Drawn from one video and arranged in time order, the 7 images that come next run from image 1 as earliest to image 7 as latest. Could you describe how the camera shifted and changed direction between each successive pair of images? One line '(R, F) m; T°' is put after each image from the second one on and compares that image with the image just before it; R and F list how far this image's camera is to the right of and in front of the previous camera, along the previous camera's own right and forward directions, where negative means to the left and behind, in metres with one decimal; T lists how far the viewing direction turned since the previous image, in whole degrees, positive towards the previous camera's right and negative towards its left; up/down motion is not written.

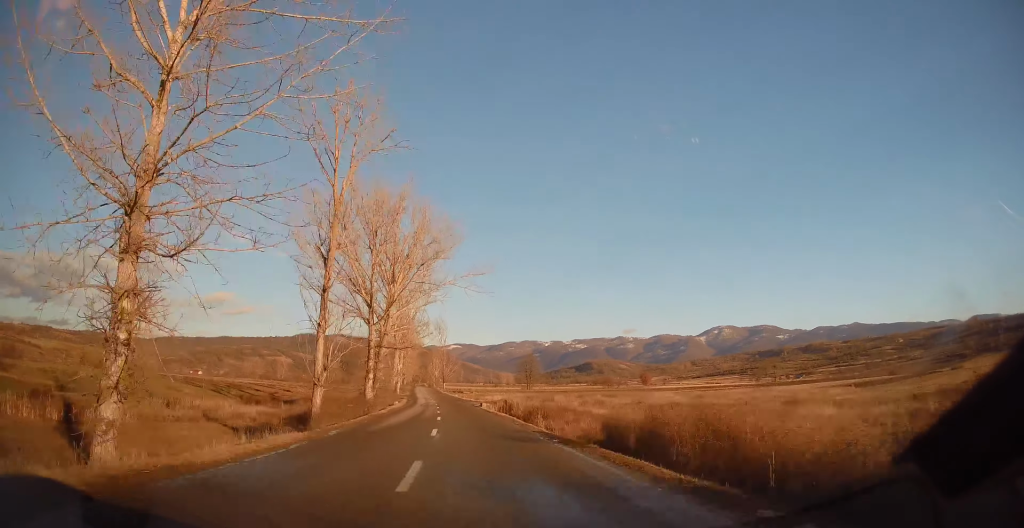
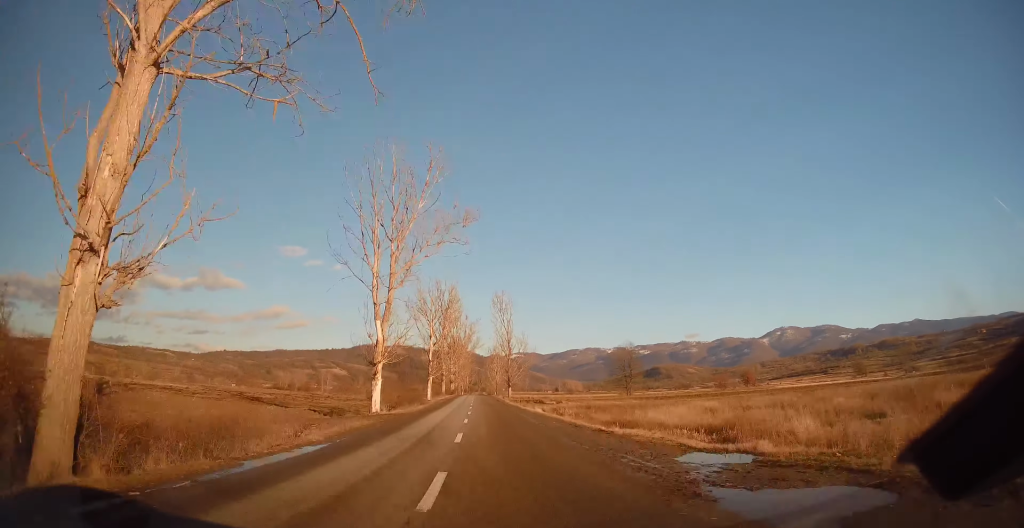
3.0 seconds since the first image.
(-4.2, +67.4) m; -5°
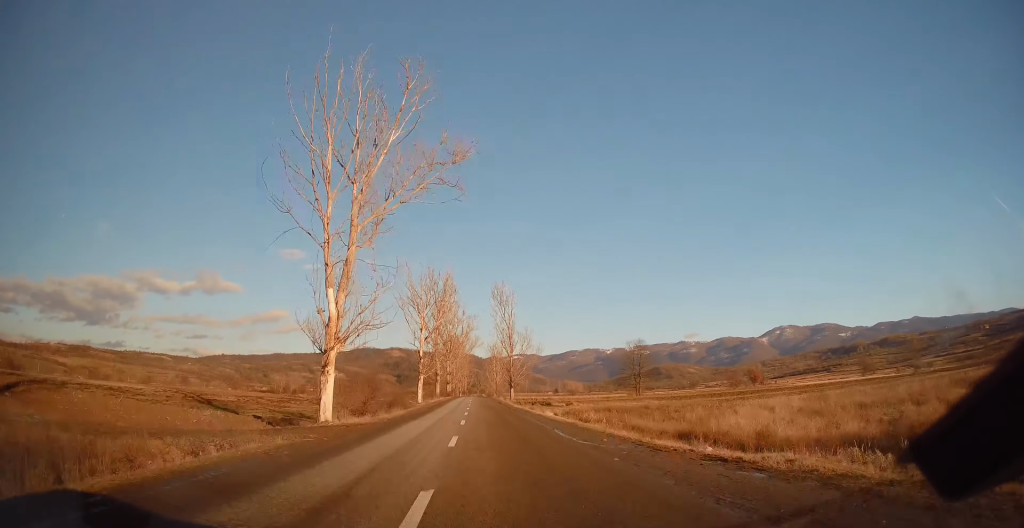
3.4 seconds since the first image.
(0.0, +10.7) m; 0°
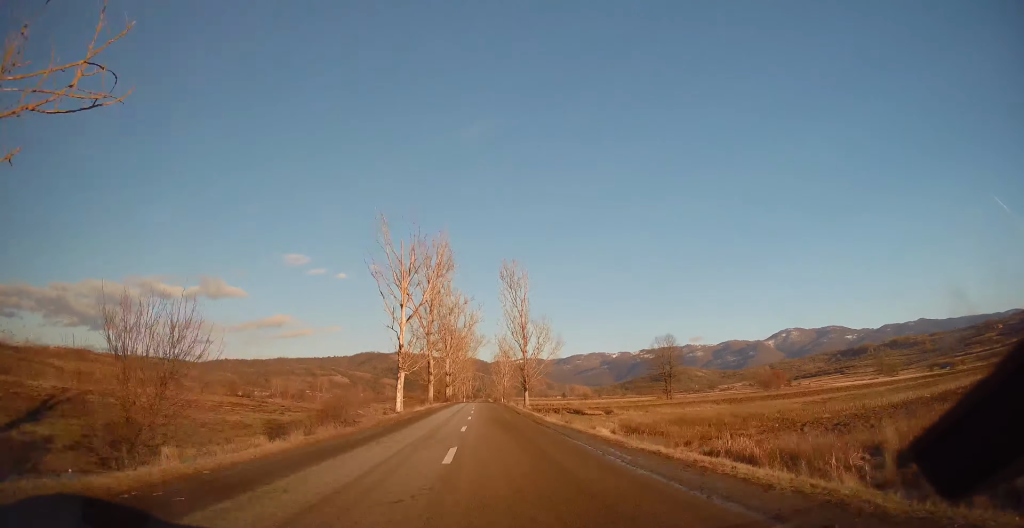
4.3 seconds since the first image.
(0.0, +20.6) m; 0°
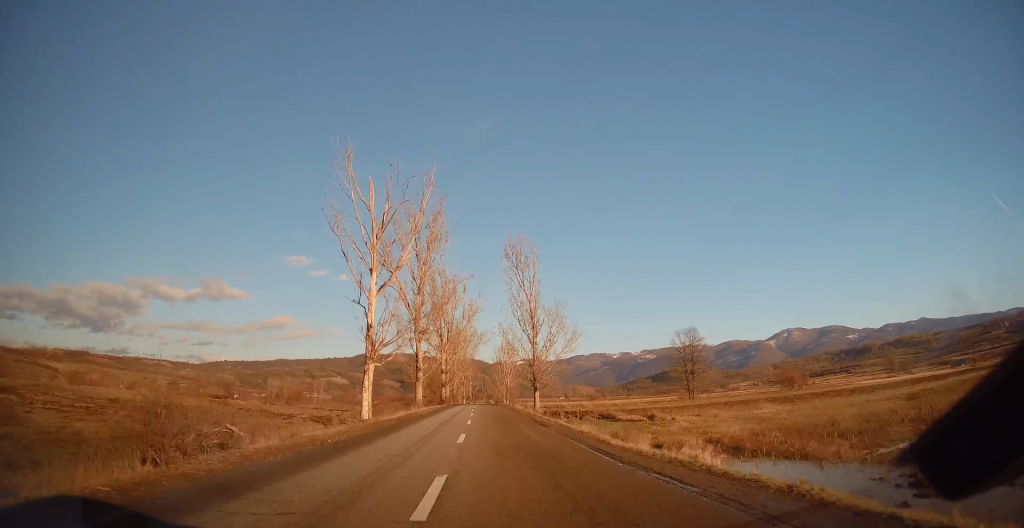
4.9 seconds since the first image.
(0.0, +13.7) m; 0°
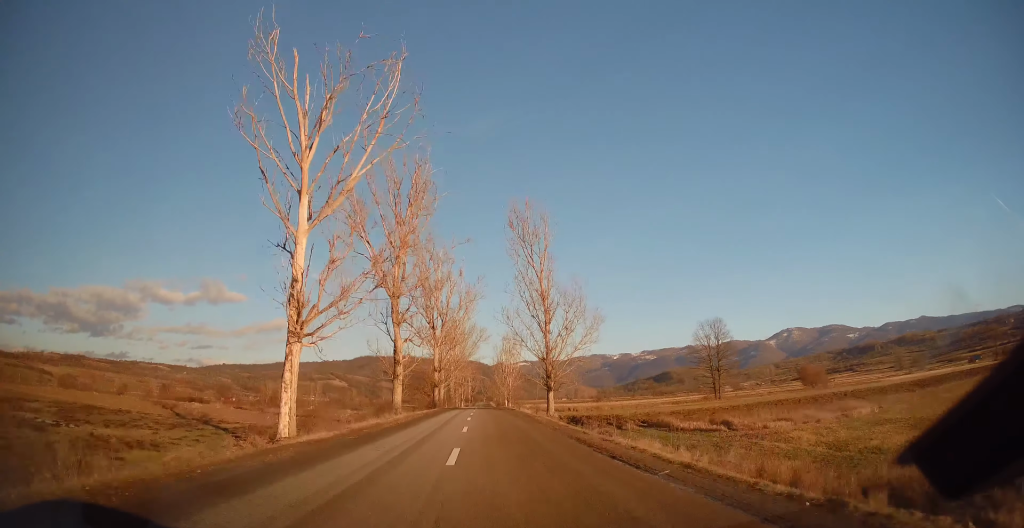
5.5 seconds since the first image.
(0.0, +13.7) m; 0°
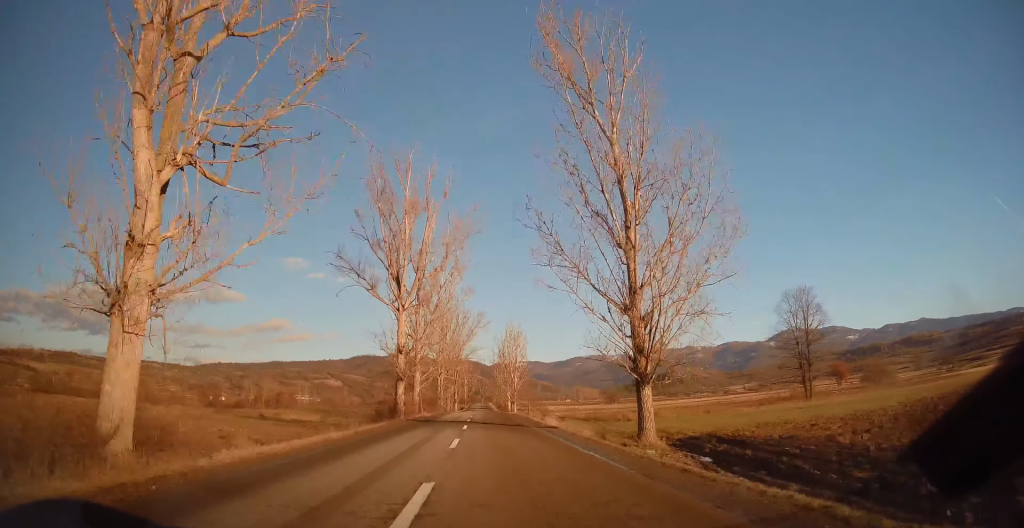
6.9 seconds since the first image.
(0.0, +31.9) m; 0°
